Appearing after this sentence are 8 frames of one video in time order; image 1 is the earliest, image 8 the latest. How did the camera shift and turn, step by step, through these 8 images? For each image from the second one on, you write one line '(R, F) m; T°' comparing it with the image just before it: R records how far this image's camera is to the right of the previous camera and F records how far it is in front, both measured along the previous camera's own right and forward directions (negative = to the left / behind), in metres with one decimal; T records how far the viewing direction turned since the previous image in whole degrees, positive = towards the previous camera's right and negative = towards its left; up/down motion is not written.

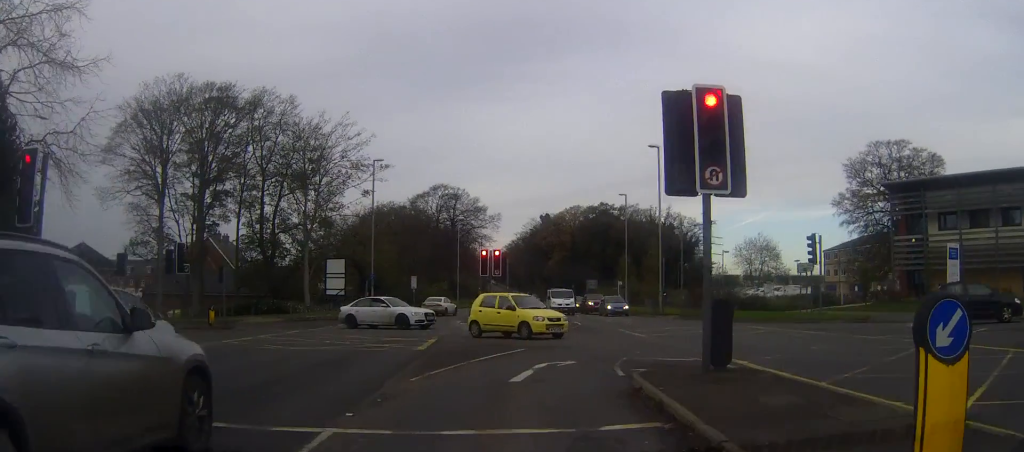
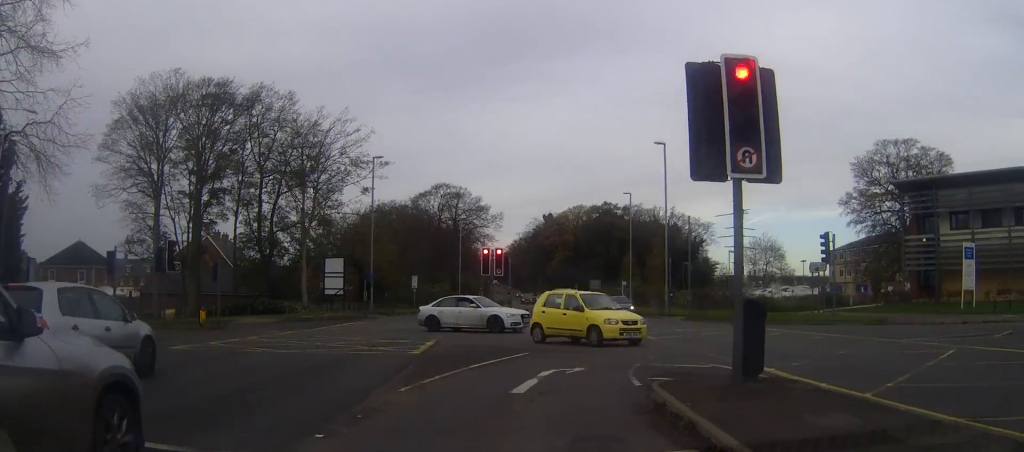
(-0.1, +1.3) m; +2°
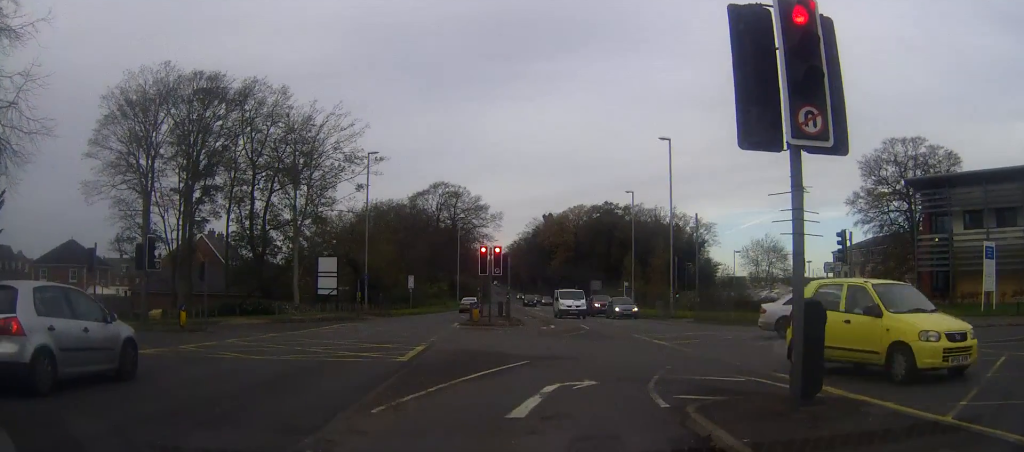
(+0.1, +2.5) m; +2°
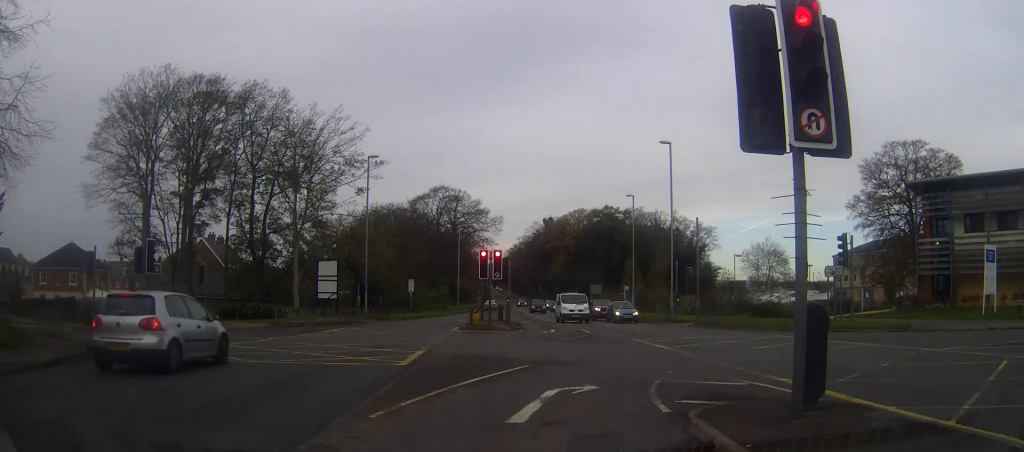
(+0.4, +0.8) m; 0°
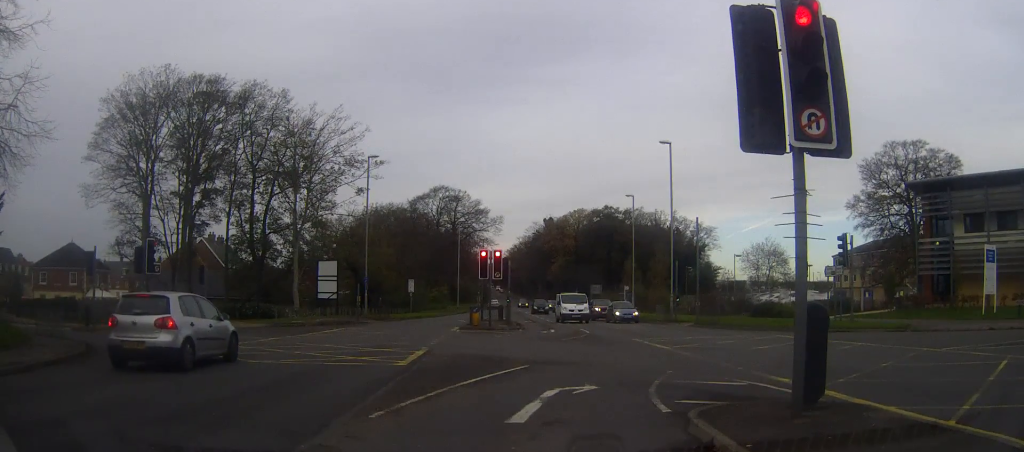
(0.0, 0.0) m; 0°
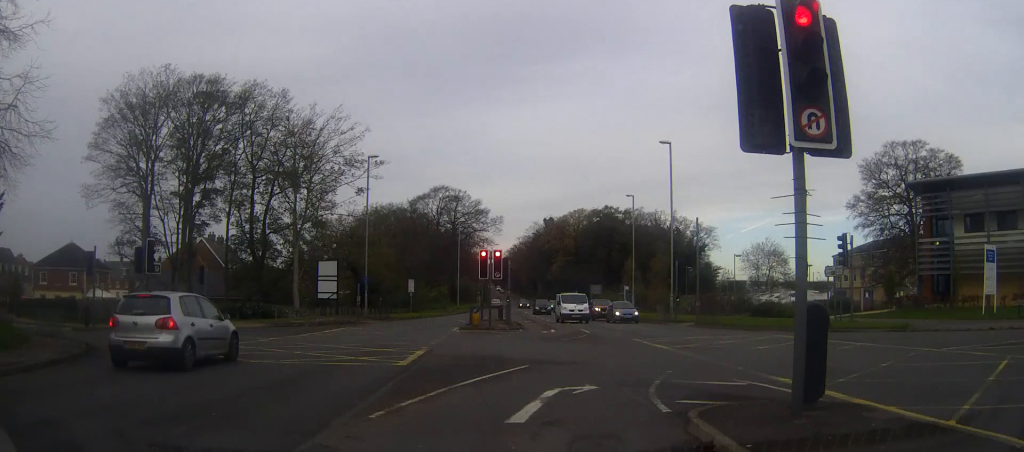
(0.0, 0.0) m; 0°
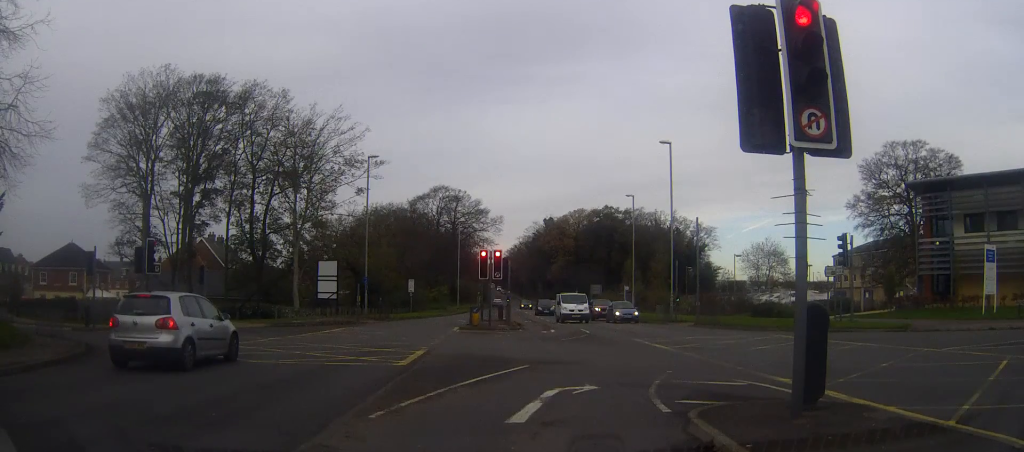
(0.0, 0.0) m; 0°
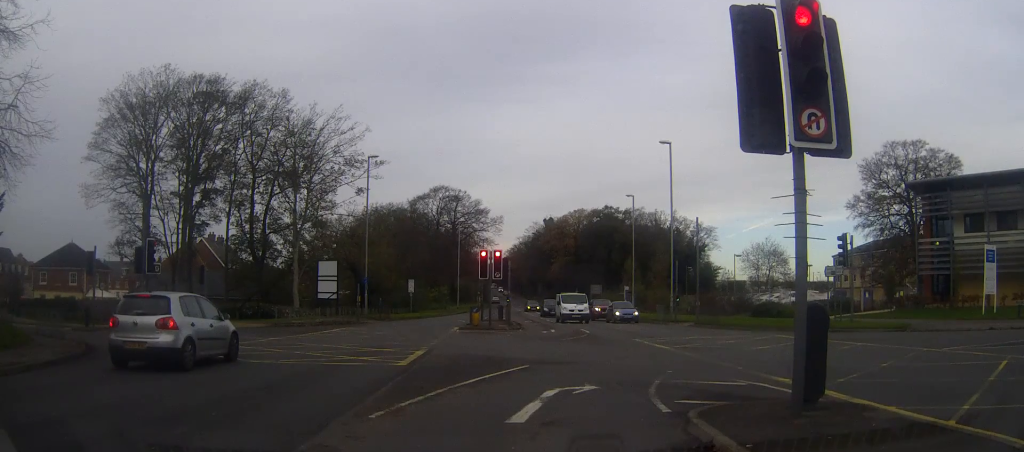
(0.0, 0.0) m; 0°
